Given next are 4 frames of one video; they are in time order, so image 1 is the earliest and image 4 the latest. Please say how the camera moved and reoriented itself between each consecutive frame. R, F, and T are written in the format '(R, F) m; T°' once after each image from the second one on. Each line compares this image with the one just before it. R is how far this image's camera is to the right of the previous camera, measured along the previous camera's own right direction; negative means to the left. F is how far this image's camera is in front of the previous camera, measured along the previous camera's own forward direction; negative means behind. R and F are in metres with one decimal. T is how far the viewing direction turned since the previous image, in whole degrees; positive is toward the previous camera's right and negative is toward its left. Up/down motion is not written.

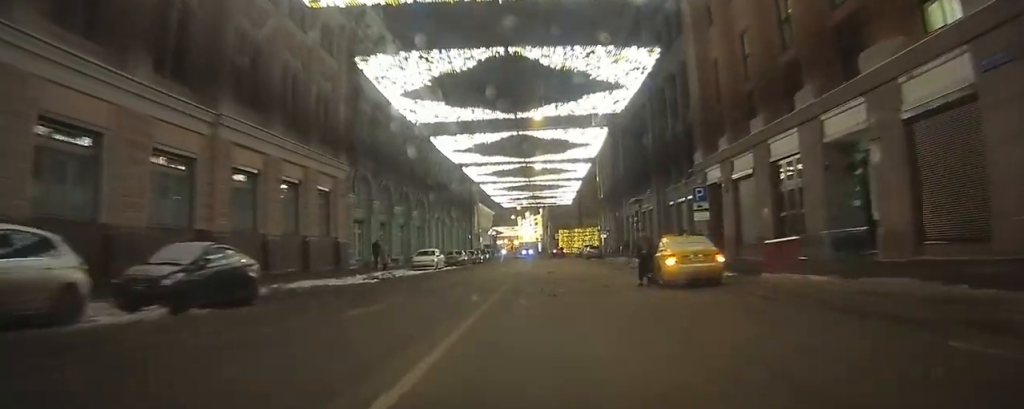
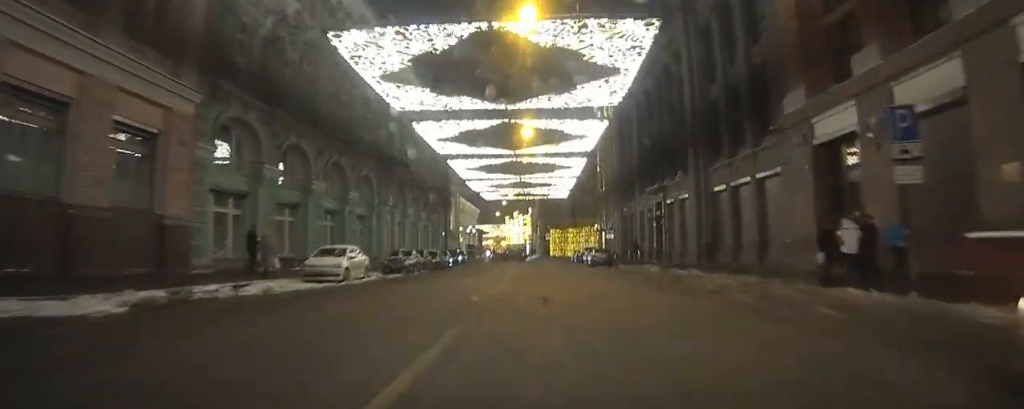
(-0.4, +13.9) m; -4°
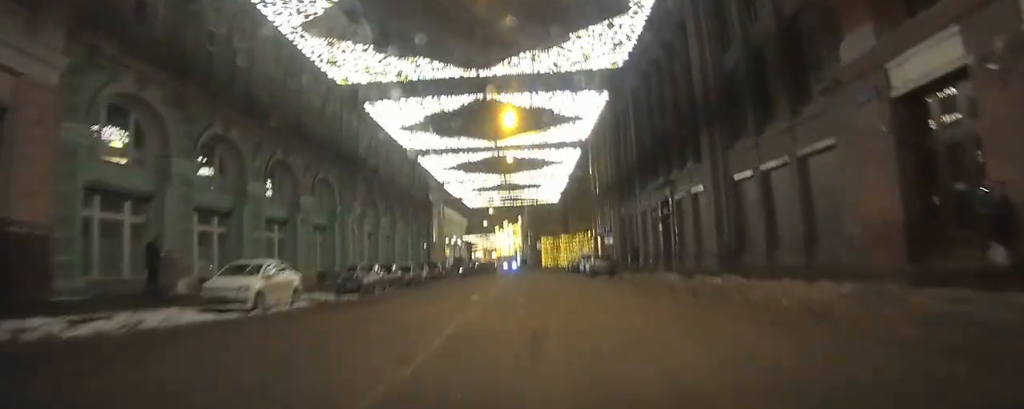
(-0.1, +6.1) m; -1°
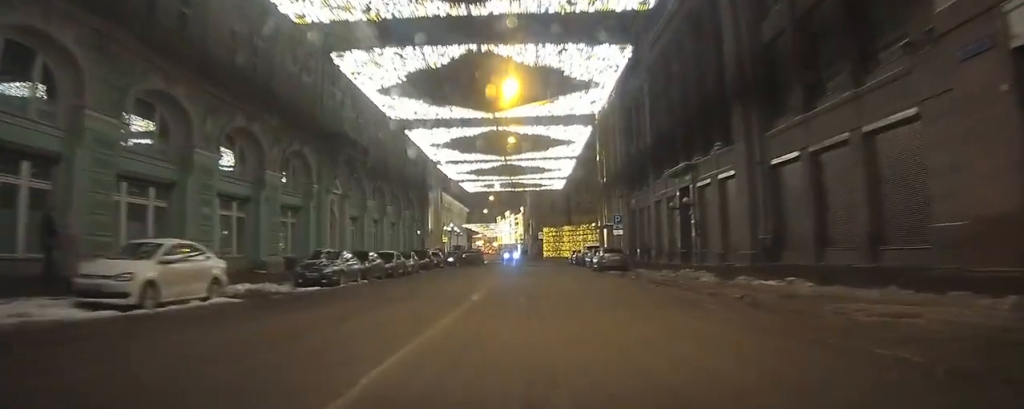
(0.0, +4.9) m; 0°
